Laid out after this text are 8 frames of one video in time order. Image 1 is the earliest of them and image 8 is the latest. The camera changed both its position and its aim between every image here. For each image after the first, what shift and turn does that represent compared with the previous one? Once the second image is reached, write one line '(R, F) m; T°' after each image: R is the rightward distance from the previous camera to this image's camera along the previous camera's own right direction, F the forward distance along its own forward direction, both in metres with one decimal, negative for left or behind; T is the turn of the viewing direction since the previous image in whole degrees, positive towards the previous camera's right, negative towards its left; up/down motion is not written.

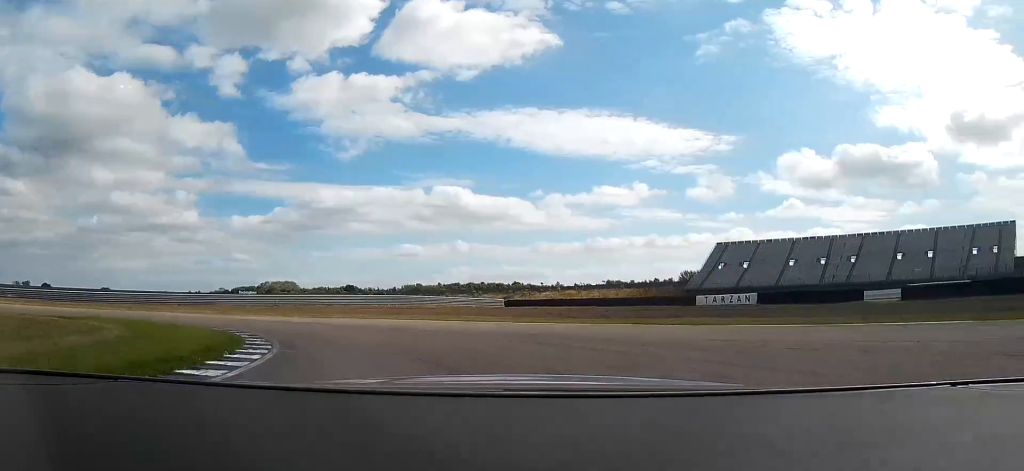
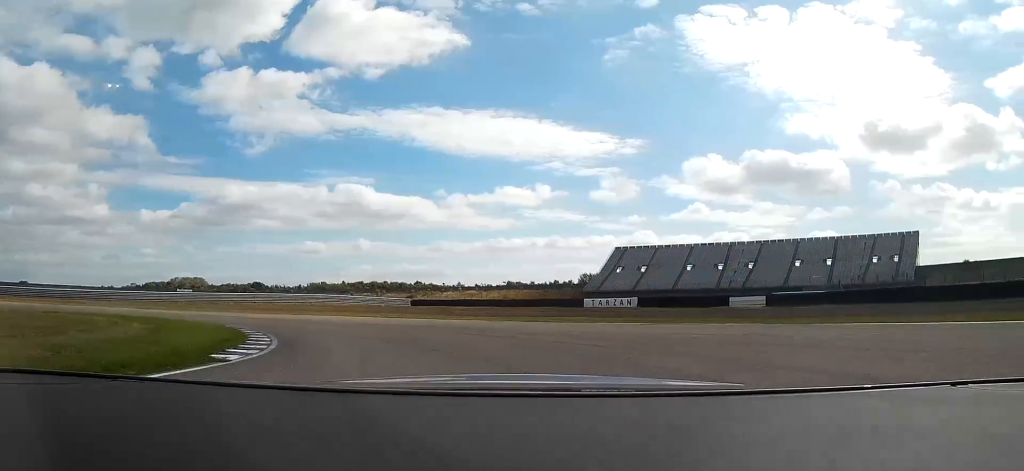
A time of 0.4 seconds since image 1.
(+0.2, +7.3) m; +9°
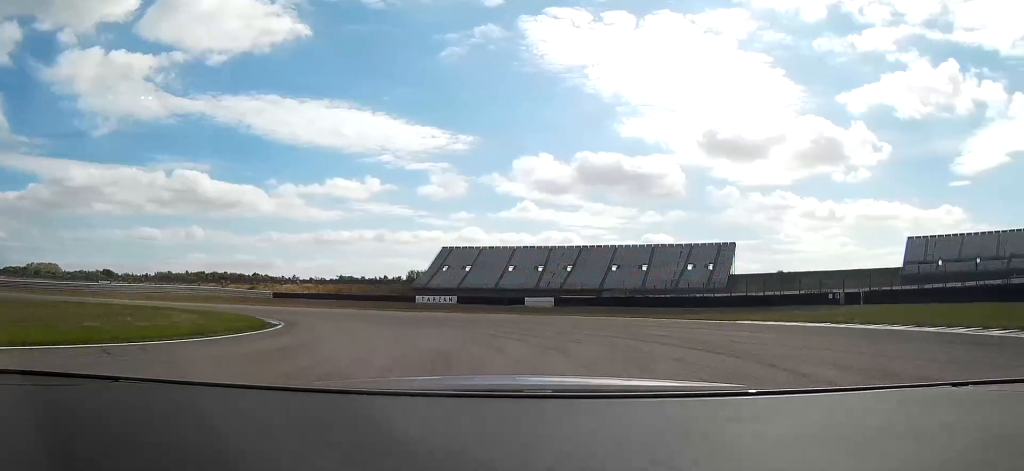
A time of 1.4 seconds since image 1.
(+2.9, +19.1) m; +15°
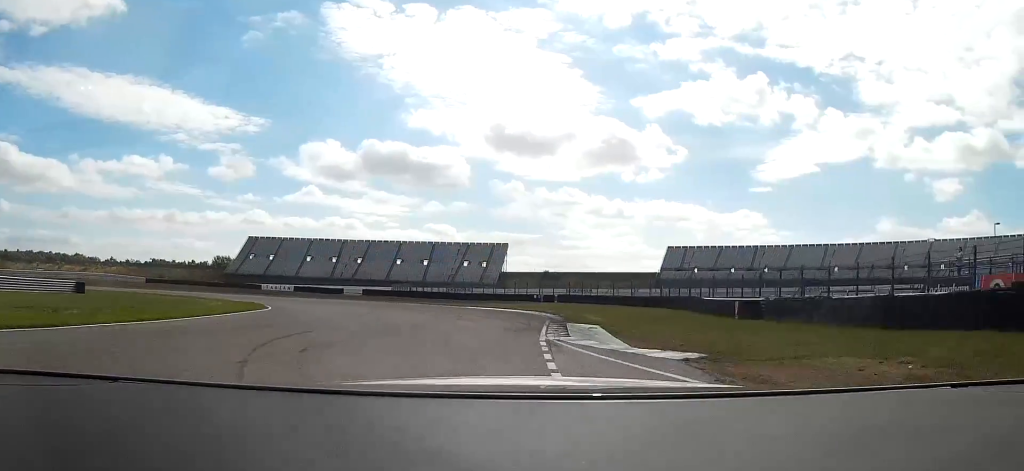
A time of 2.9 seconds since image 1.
(+5.6, +34.8) m; +14°
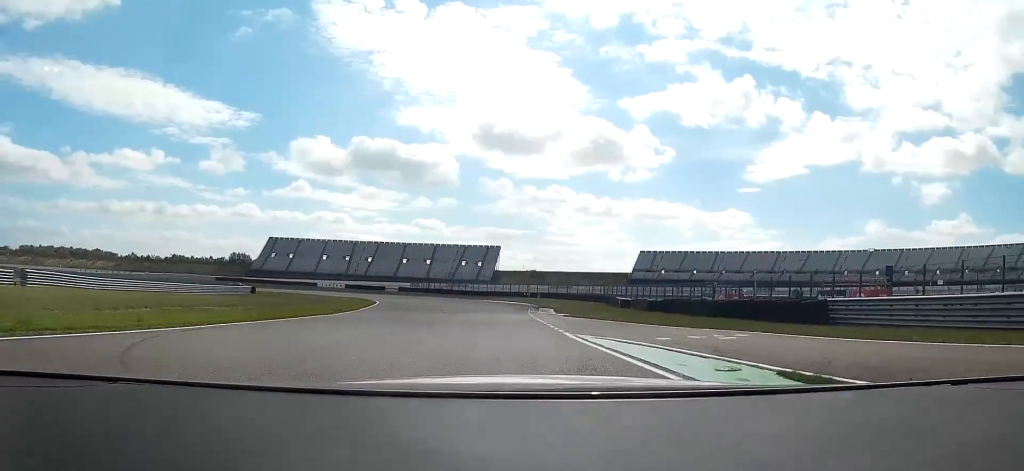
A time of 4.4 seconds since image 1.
(+2.5, +40.8) m; +4°
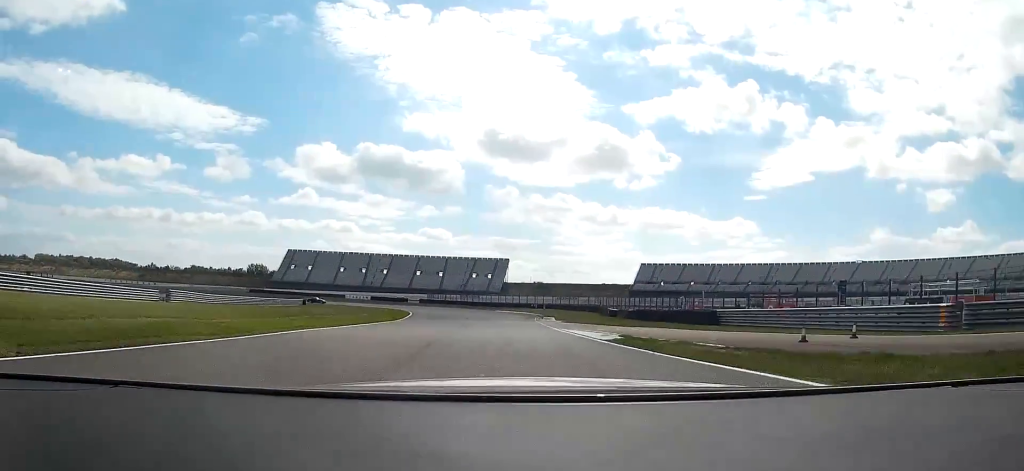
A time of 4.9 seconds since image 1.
(0.0, +17.7) m; -1°
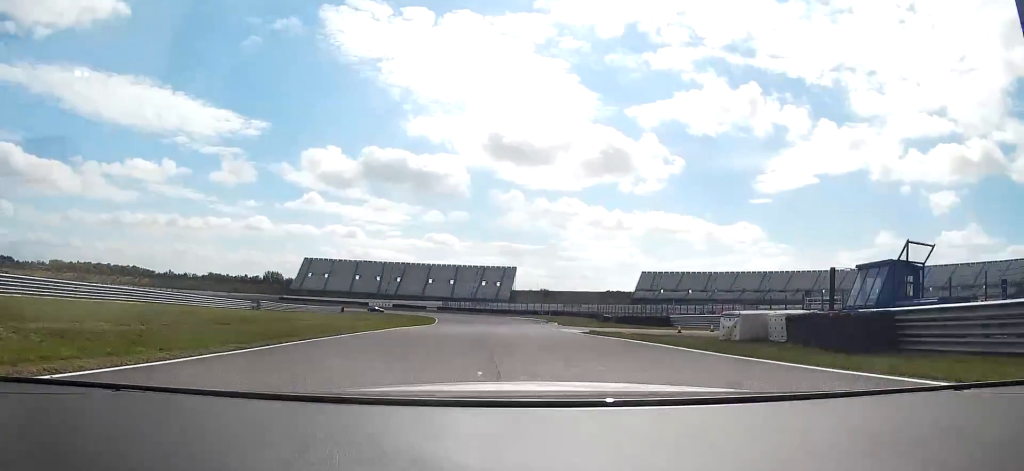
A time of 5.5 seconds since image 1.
(+0.1, +16.9) m; -1°
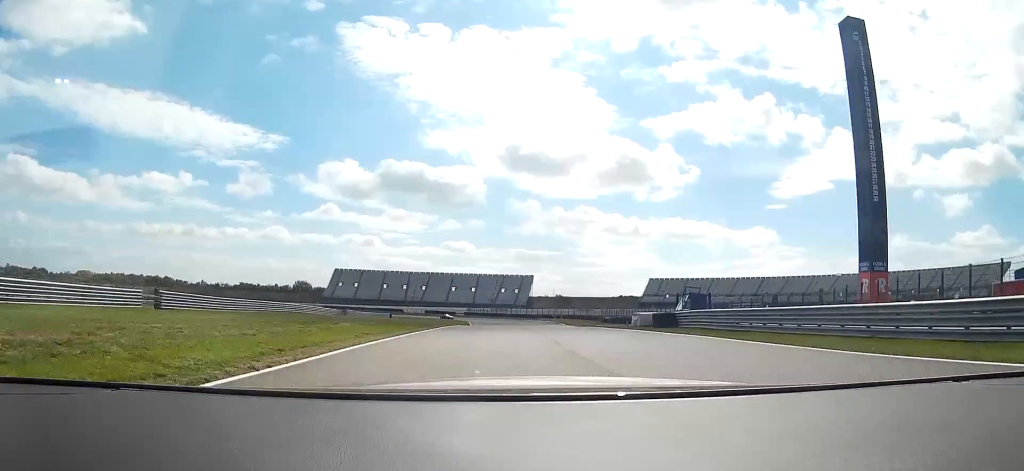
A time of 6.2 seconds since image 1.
(-0.5, +26.1) m; -2°
